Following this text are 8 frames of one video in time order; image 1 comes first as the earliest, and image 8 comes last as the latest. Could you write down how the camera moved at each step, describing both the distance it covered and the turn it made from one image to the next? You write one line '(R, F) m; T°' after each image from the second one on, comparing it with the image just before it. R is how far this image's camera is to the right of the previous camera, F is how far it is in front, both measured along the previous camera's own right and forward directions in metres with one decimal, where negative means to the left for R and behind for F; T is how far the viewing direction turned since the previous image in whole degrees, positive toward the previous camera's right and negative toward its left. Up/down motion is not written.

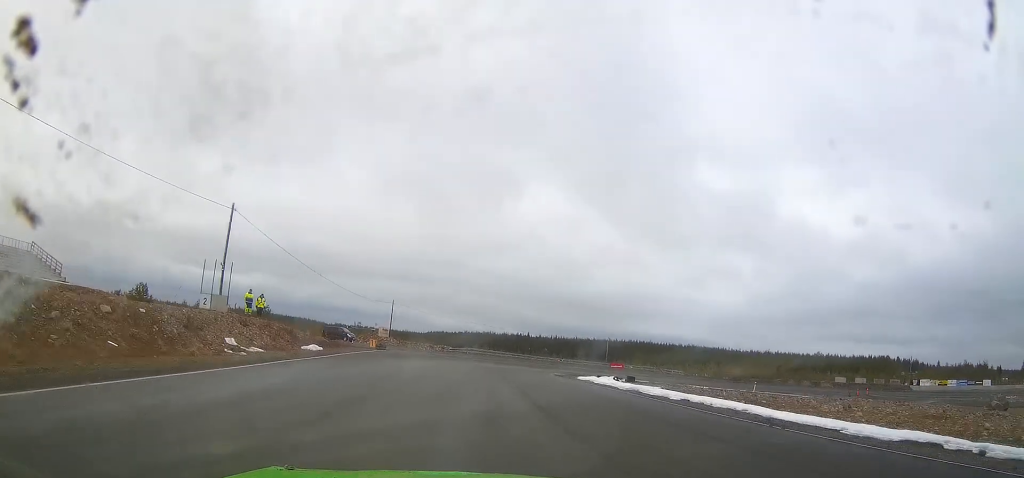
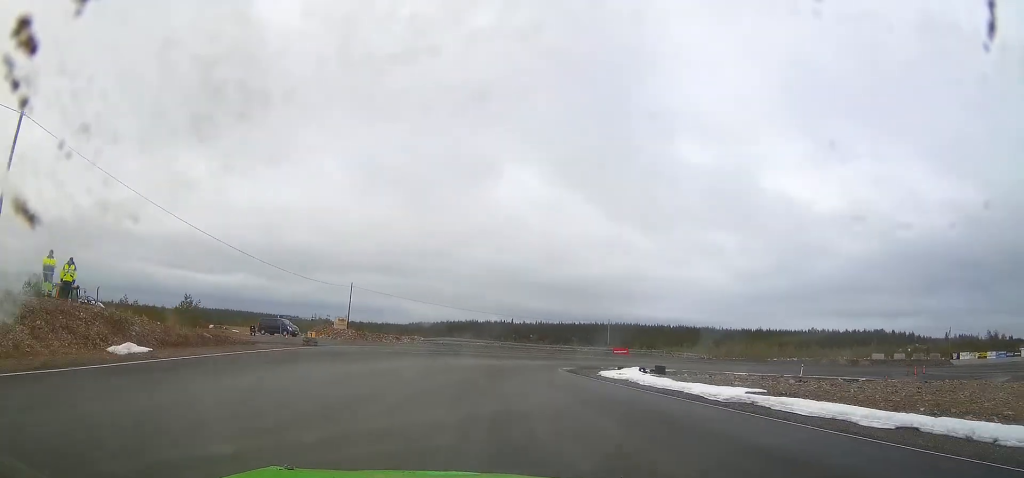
(+0.3, +18.5) m; +2°
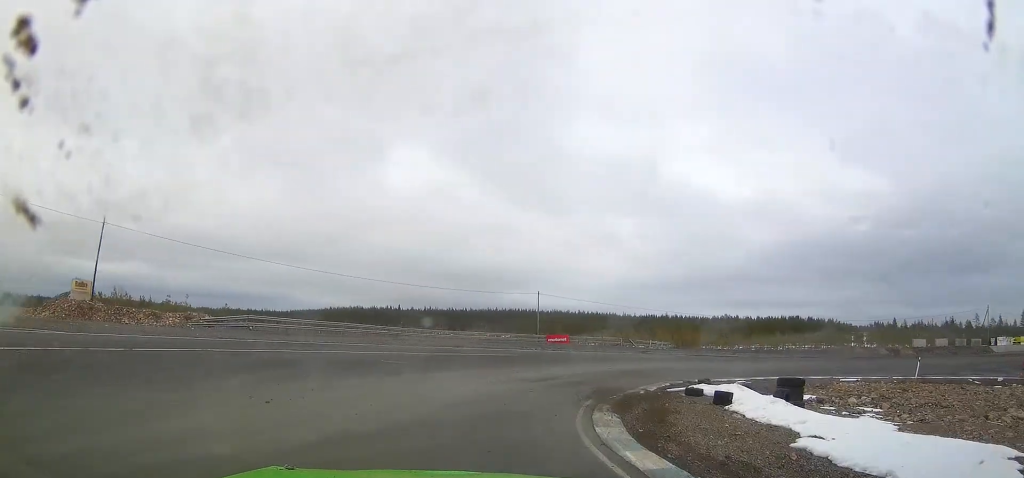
(+2.0, +38.9) m; +10°
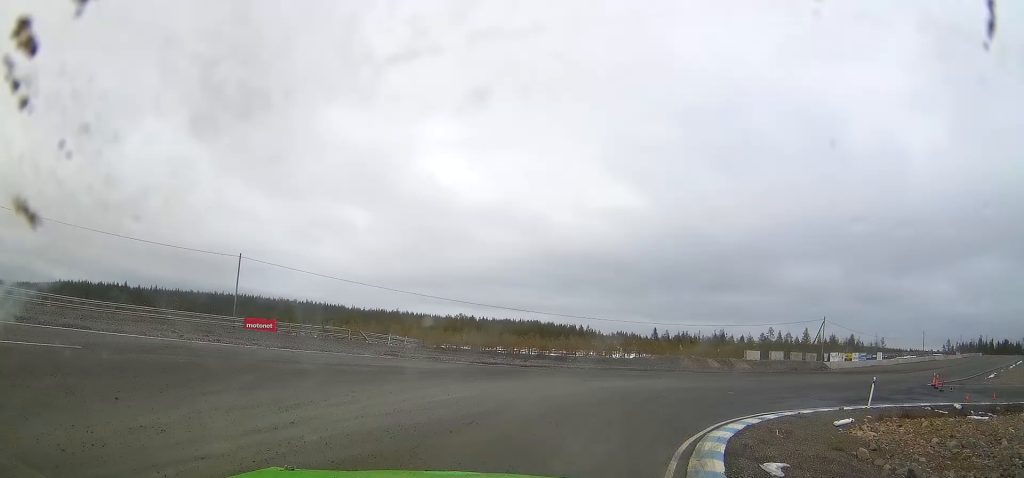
(+3.6, +21.4) m; +22°
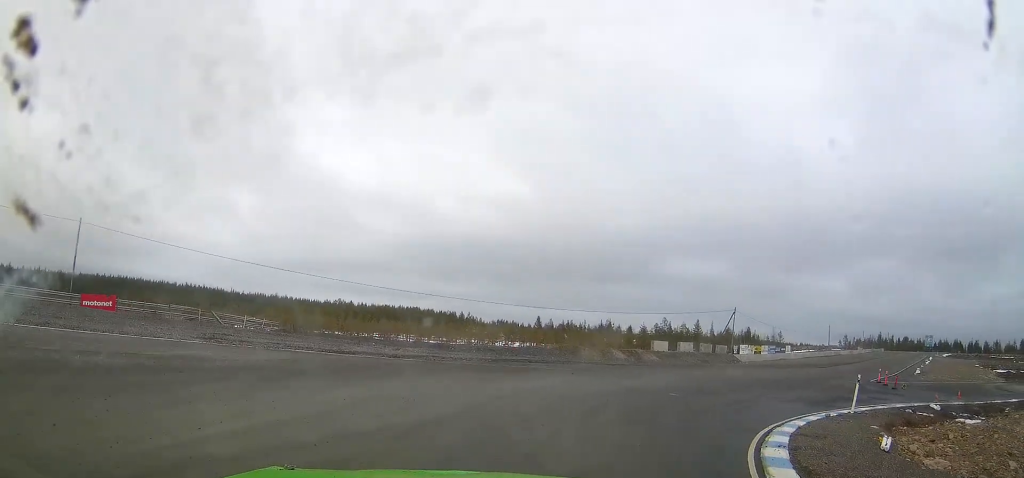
(+0.3, +7.4) m; +11°
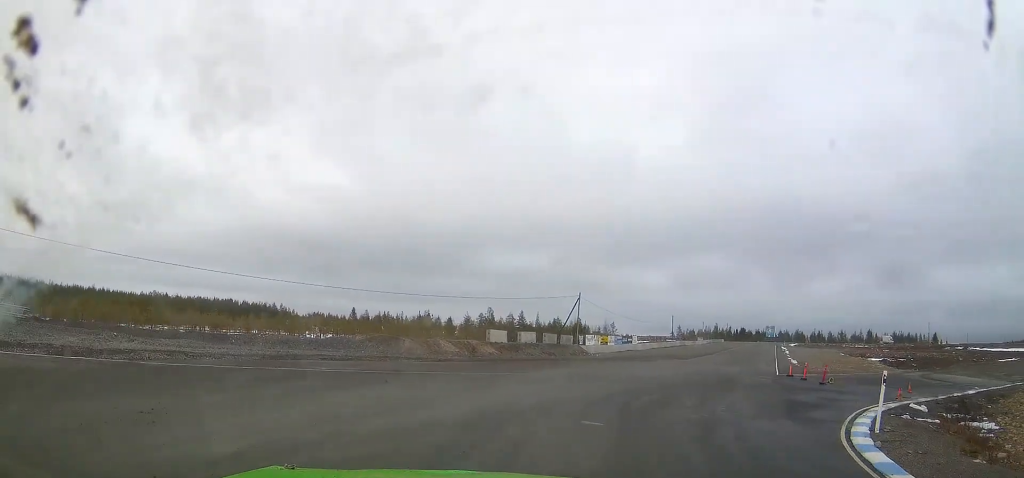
(+1.8, +9.6) m; +18°
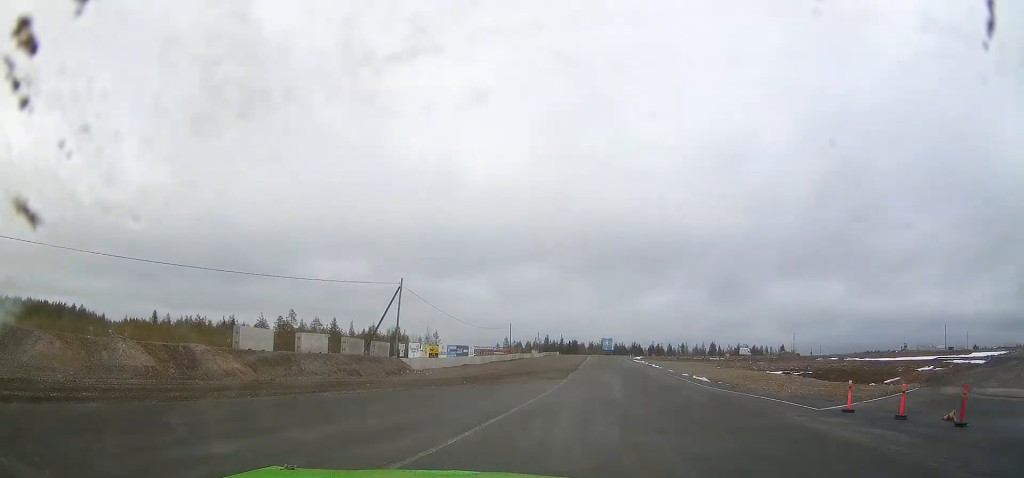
(+4.2, +17.0) m; +26°
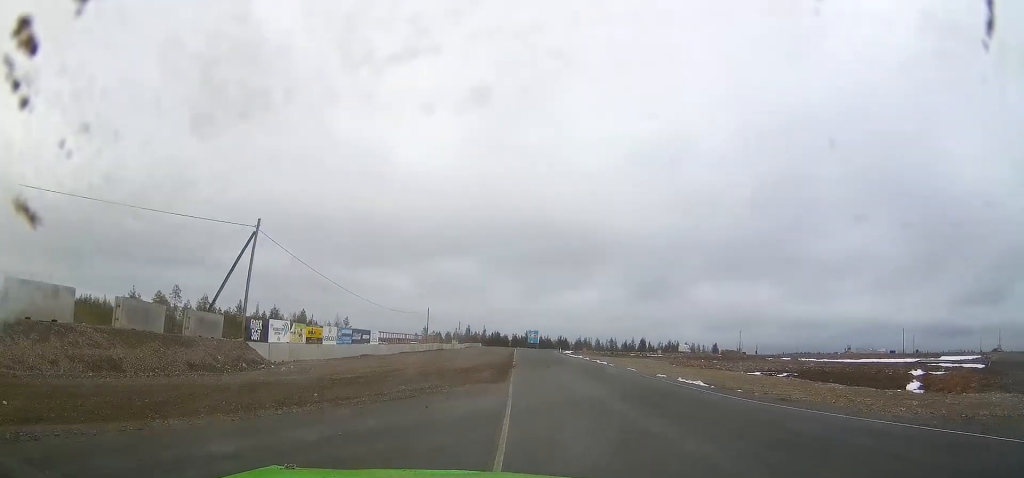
(+1.7, +13.4) m; +11°
